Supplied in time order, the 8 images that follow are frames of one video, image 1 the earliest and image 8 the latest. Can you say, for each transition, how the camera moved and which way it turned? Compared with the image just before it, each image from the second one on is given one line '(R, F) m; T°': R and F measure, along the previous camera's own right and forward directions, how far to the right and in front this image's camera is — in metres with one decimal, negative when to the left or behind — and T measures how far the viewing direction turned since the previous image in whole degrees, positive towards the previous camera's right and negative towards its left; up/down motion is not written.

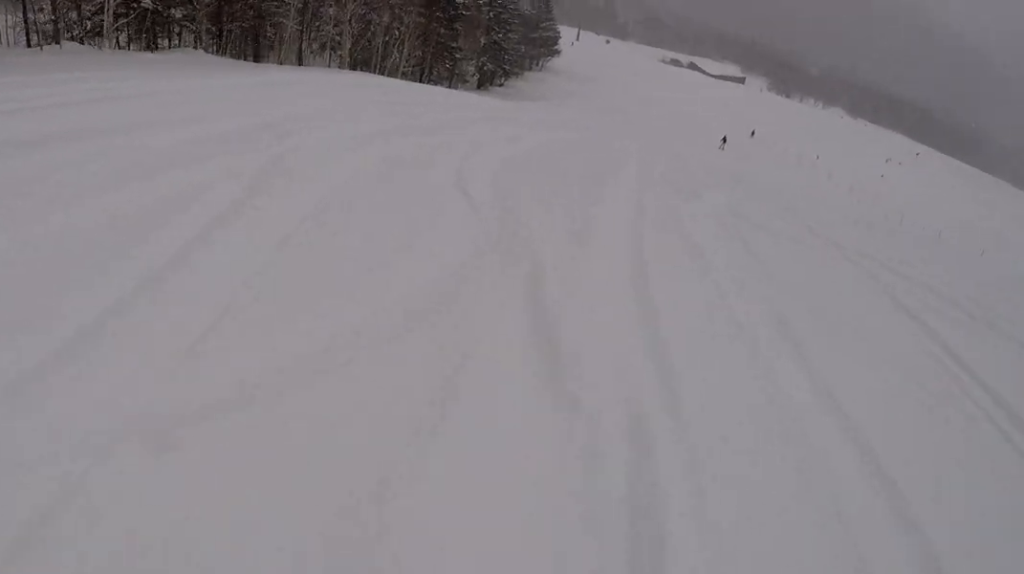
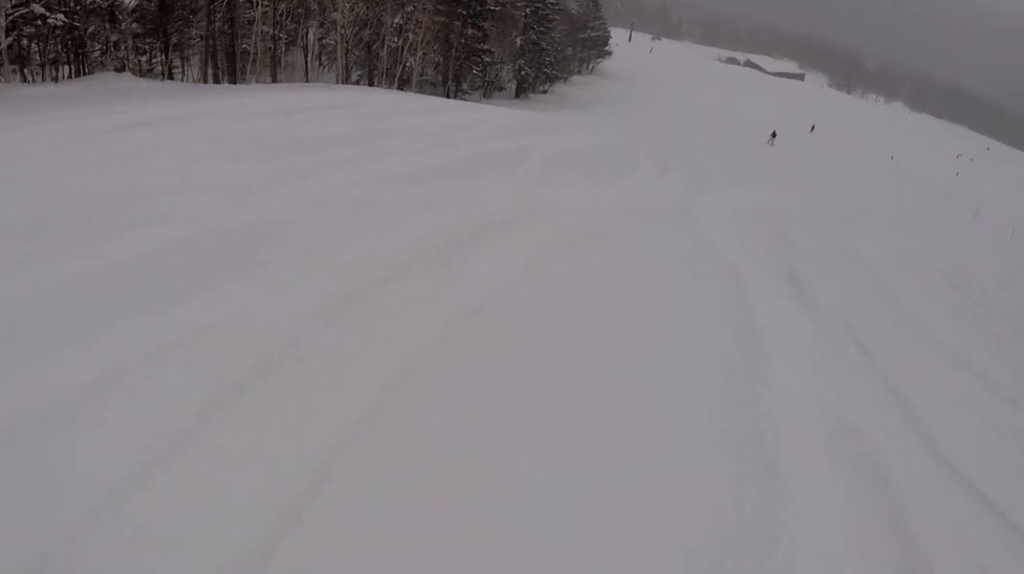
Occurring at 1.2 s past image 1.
(-0.9, +10.9) m; -4°
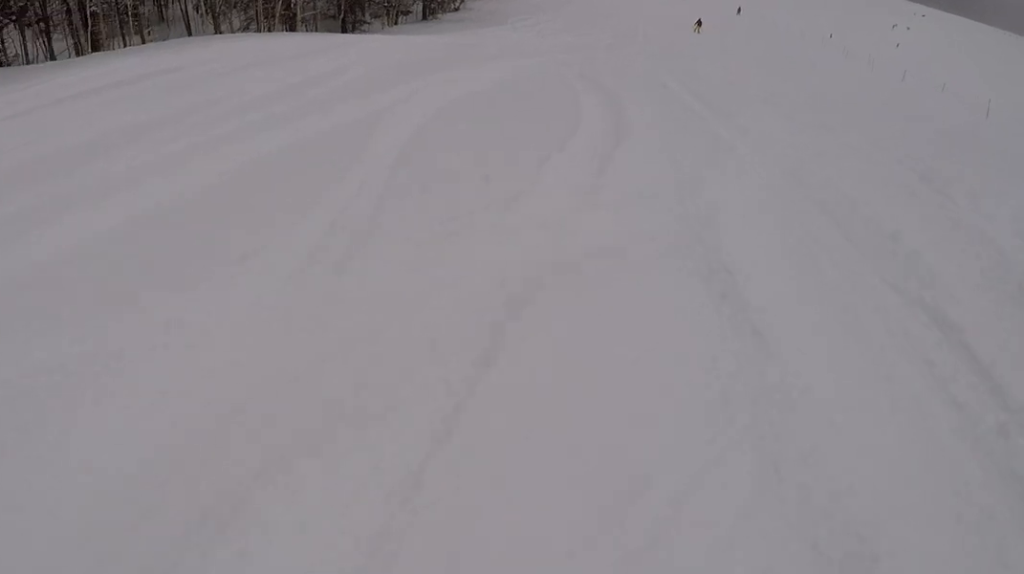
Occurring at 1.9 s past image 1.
(0.0, +6.5) m; 0°
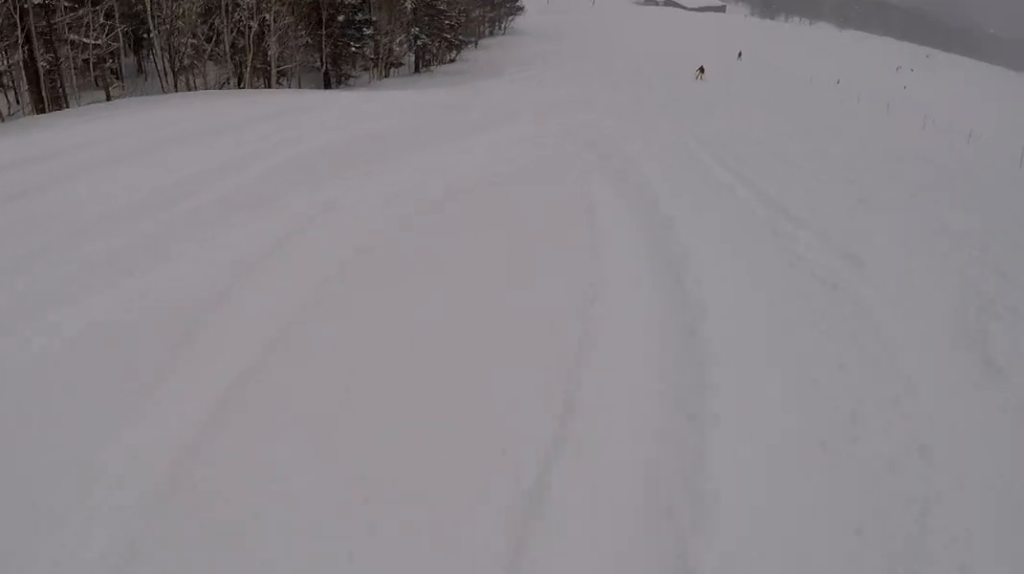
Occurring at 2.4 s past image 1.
(0.0, +4.8) m; 0°
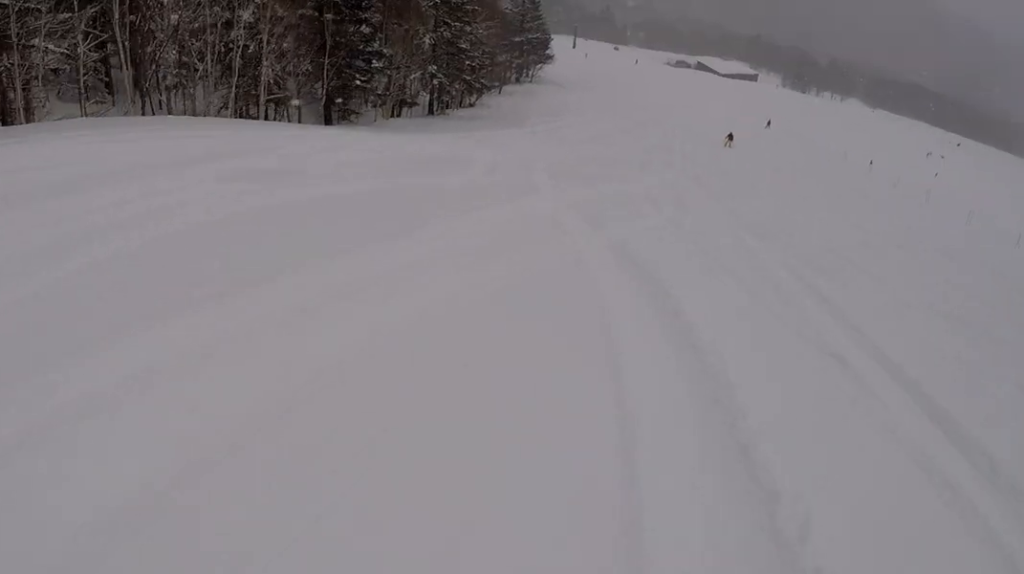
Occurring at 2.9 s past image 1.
(0.0, +4.7) m; 0°
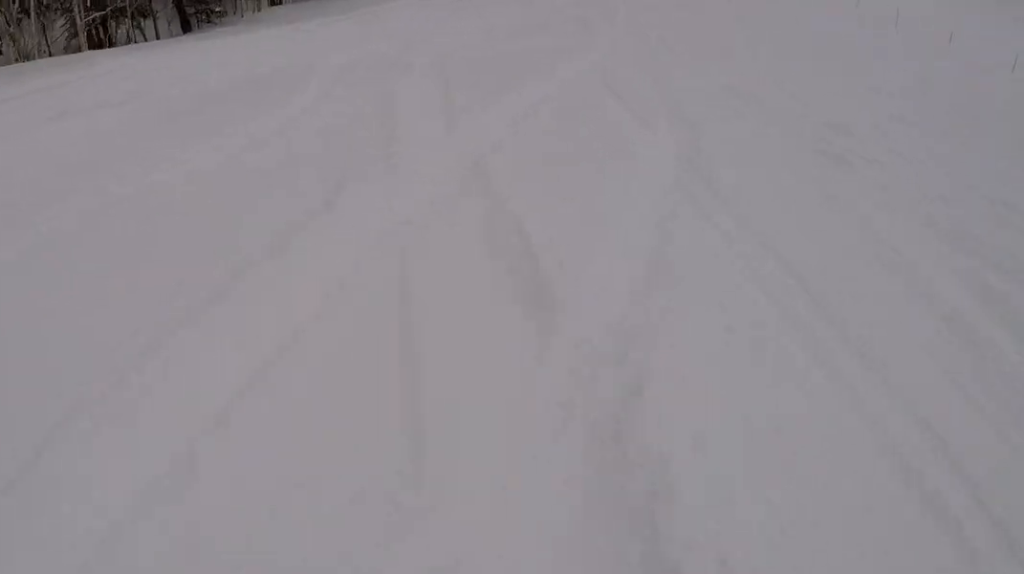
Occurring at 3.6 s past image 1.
(0.0, +7.3) m; +1°
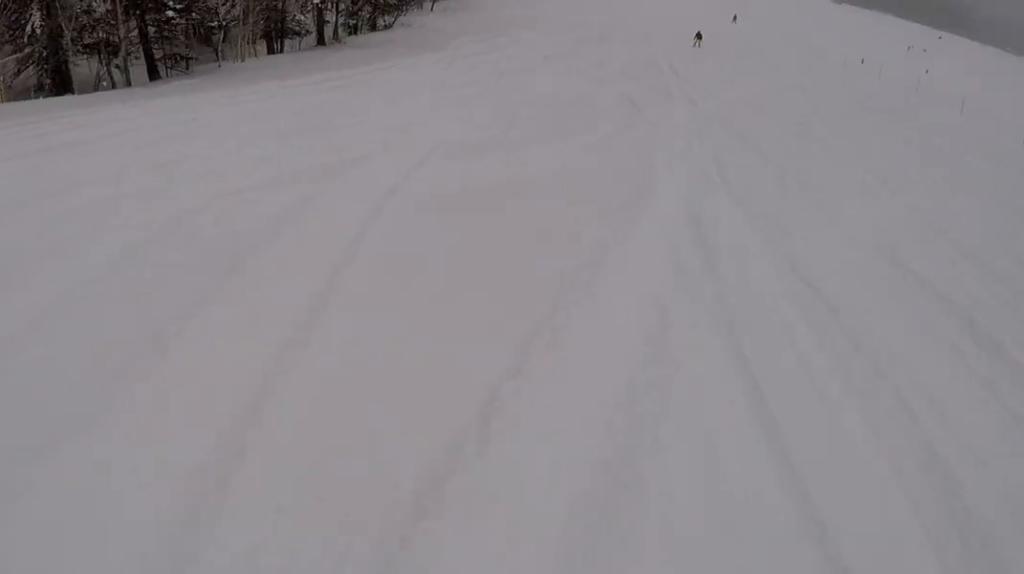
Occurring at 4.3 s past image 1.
(+0.2, +7.3) m; 0°
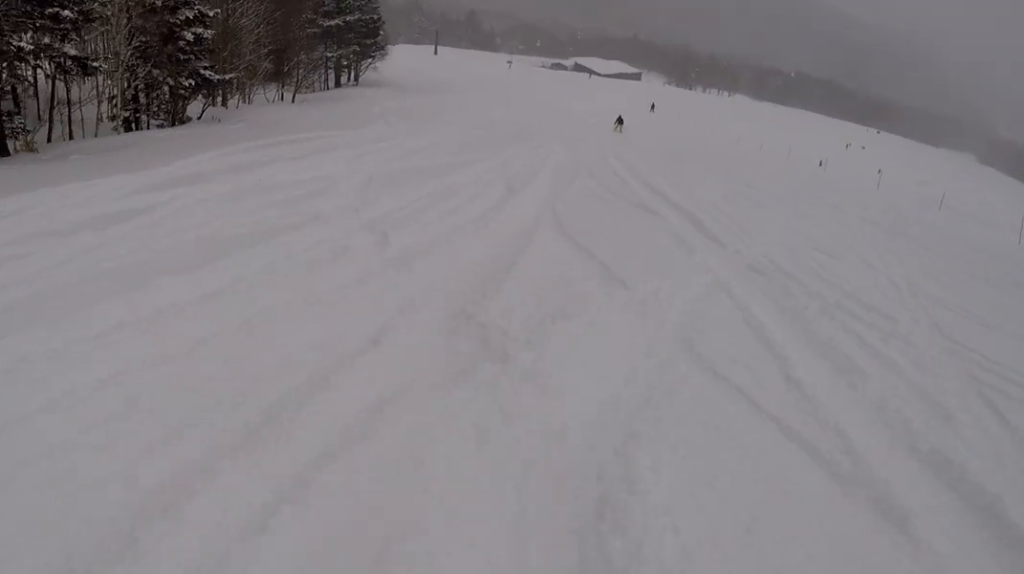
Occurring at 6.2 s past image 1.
(+1.4, +19.0) m; +8°
